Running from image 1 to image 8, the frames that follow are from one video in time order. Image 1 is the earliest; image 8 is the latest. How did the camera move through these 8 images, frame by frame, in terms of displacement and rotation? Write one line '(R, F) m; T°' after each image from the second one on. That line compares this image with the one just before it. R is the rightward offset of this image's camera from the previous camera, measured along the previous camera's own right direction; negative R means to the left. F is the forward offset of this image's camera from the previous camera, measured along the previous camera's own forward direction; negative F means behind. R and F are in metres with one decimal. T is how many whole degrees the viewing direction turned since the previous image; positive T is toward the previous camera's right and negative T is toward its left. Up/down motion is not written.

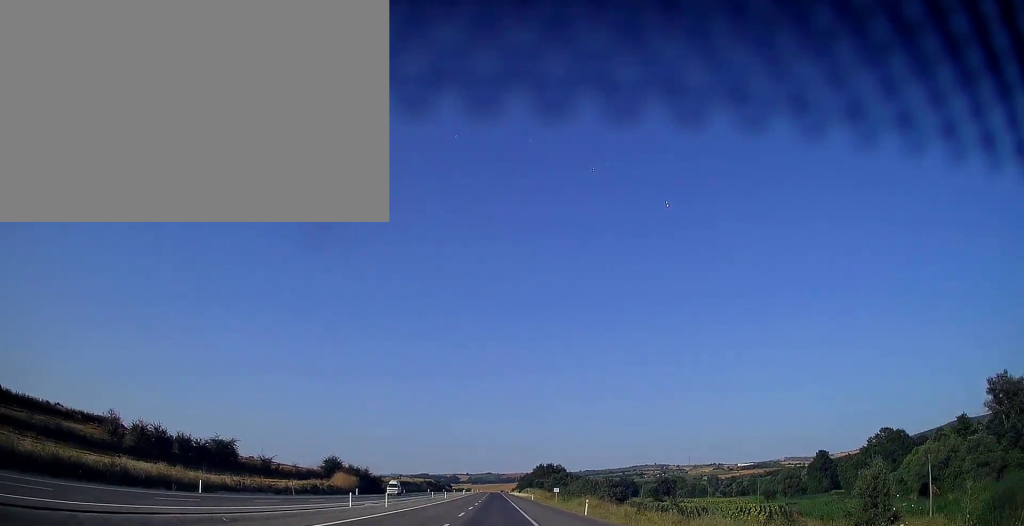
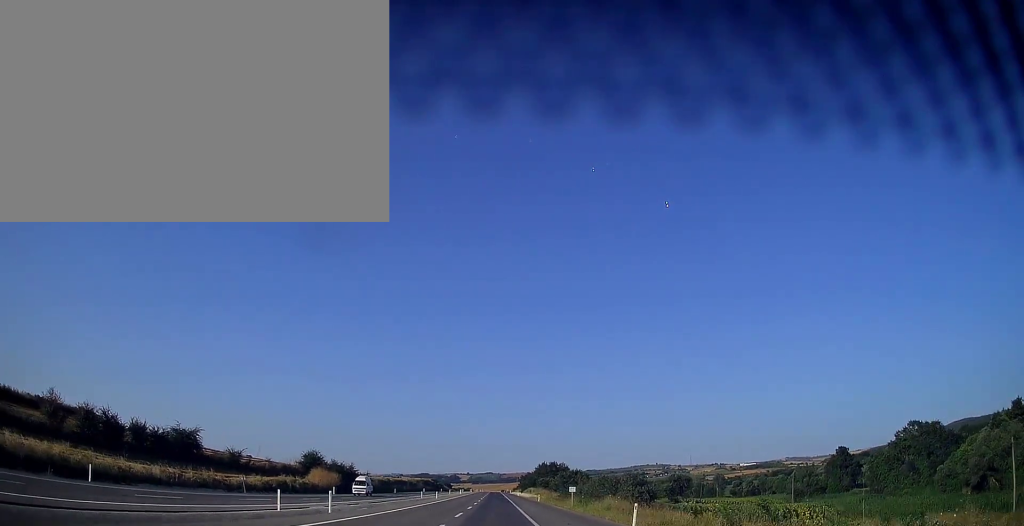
(0.0, +12.7) m; 0°
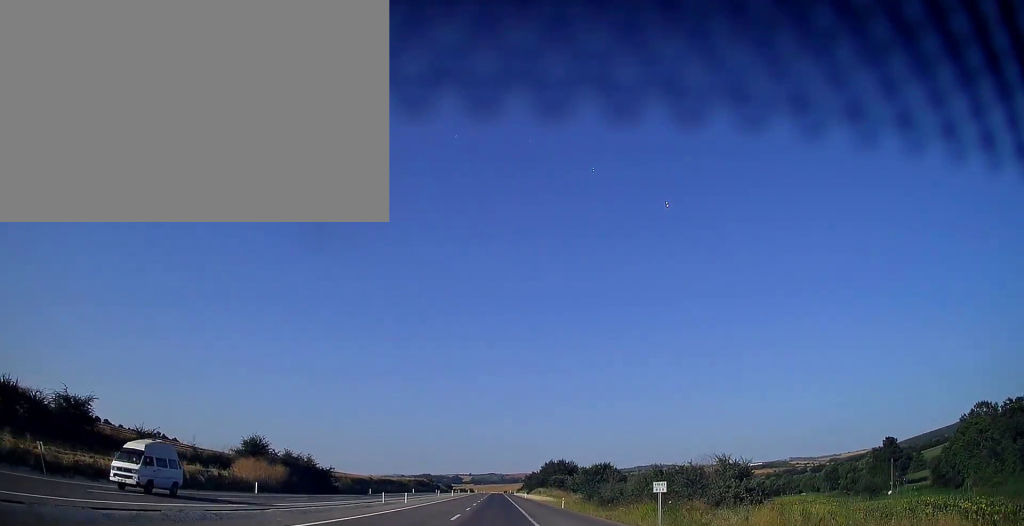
(-0.1, +28.4) m; -1°
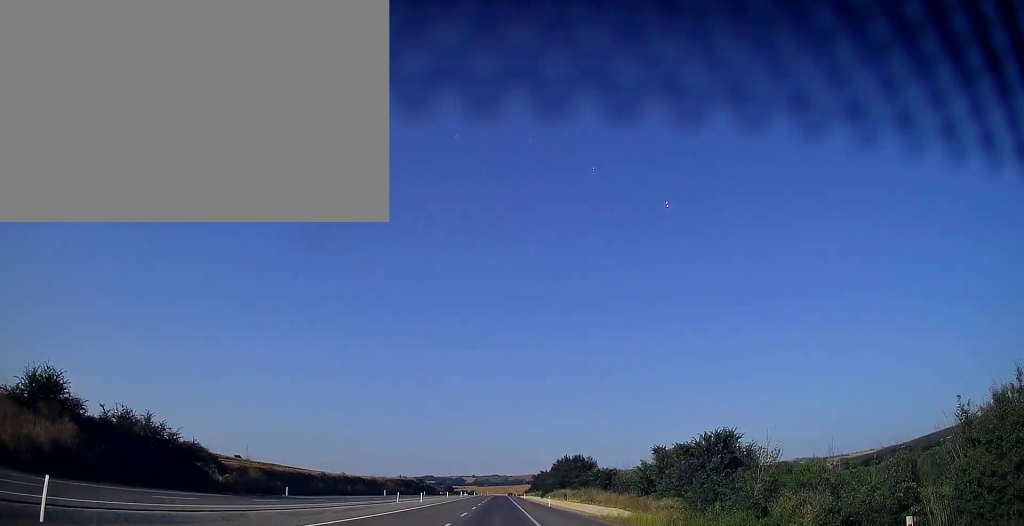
(-0.2, +43.1) m; 0°
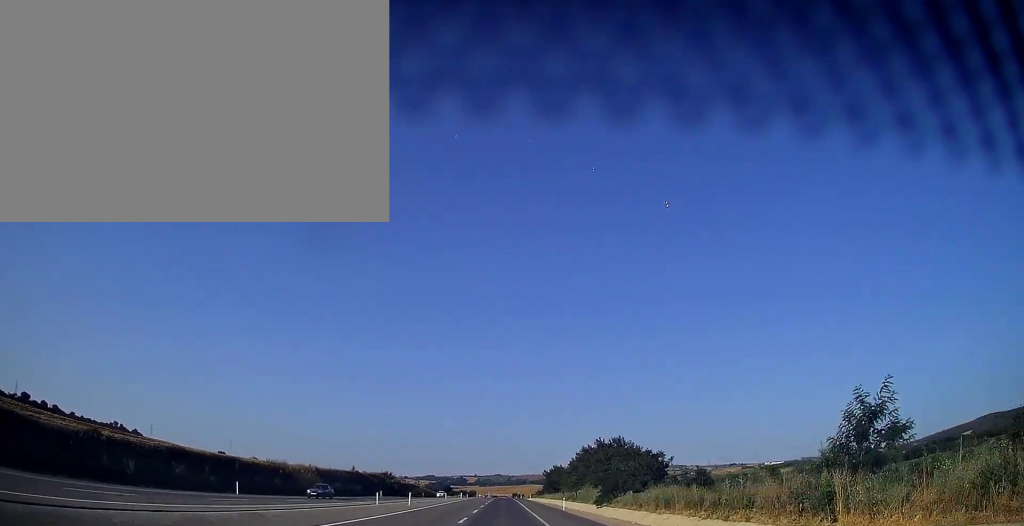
(+0.1, +66.5) m; 0°
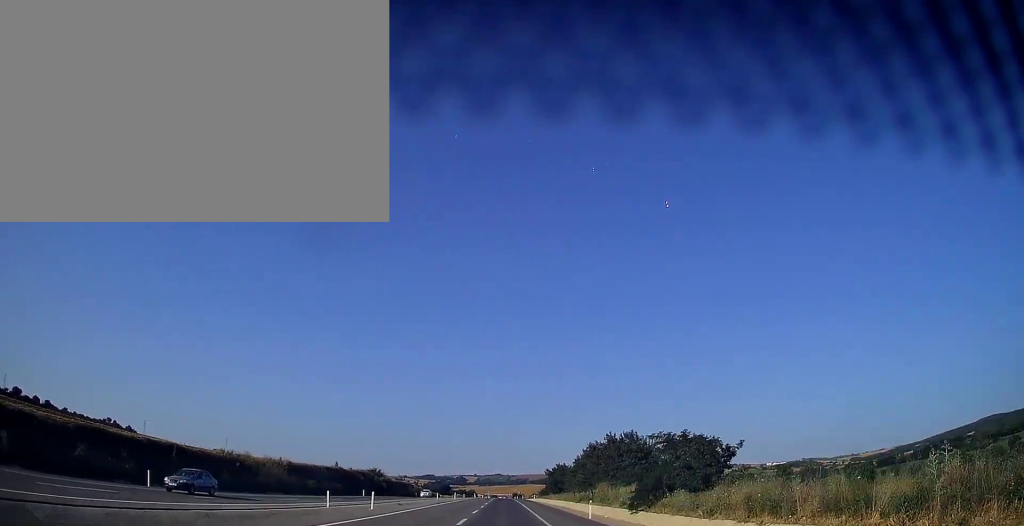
(0.0, +13.7) m; 0°
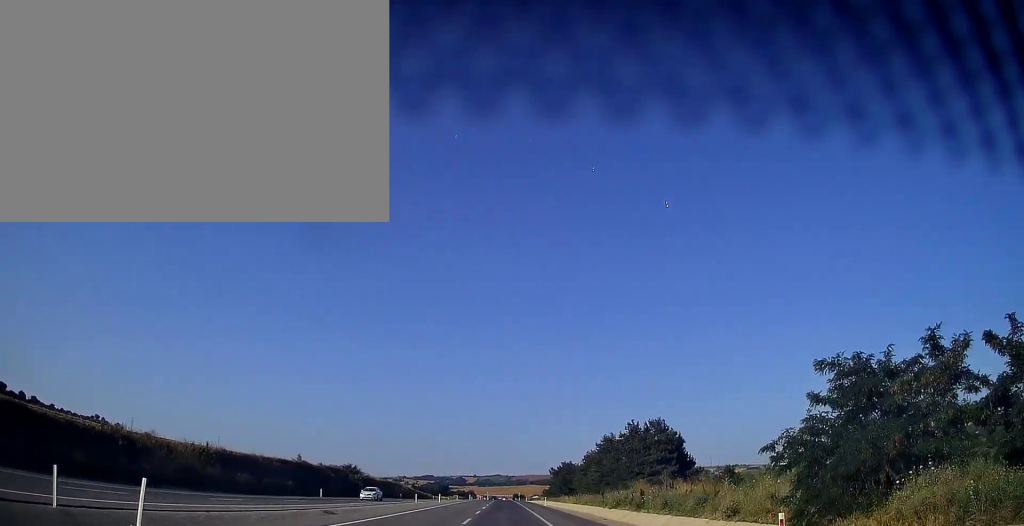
(0.0, +22.6) m; 0°
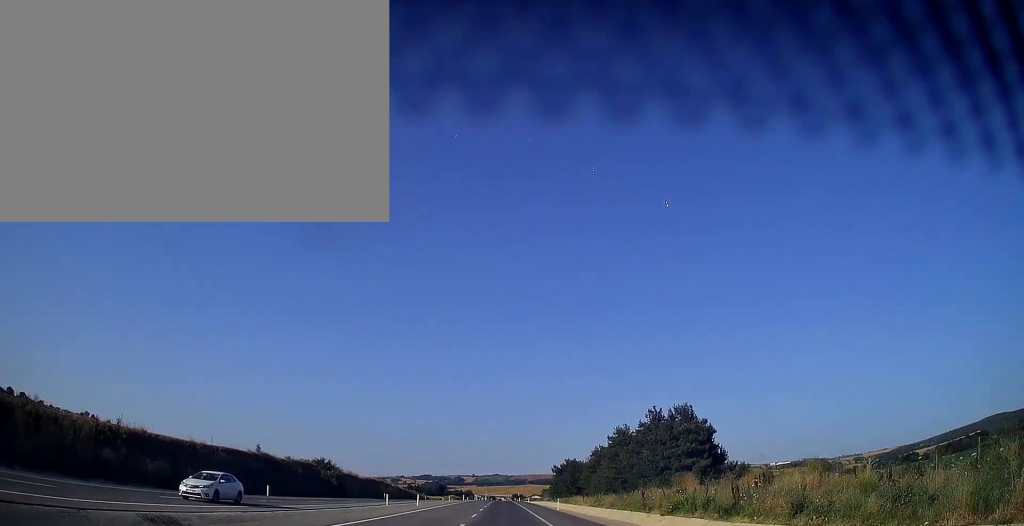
(0.0, +16.7) m; 0°
